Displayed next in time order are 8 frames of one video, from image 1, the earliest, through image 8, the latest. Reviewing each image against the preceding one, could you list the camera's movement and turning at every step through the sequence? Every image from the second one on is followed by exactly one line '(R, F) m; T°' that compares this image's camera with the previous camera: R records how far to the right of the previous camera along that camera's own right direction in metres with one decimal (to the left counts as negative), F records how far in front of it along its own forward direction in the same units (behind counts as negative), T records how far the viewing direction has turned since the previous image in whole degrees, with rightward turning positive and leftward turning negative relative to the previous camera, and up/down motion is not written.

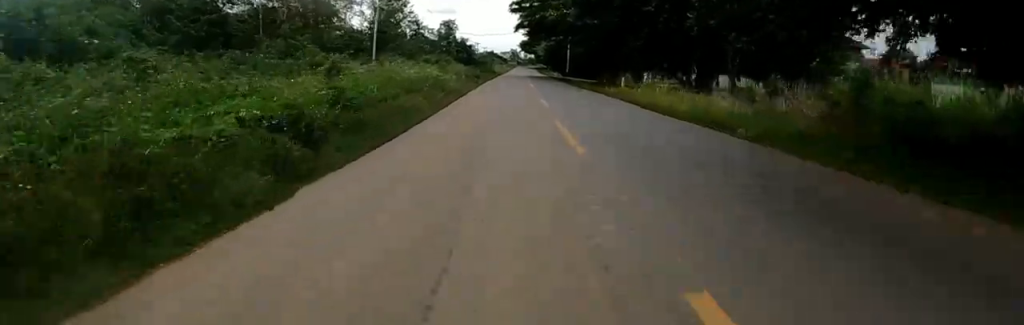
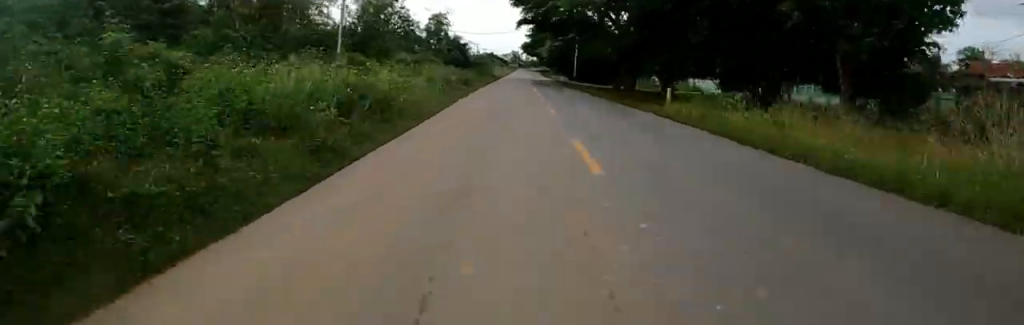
(0.0, +8.1) m; 0°
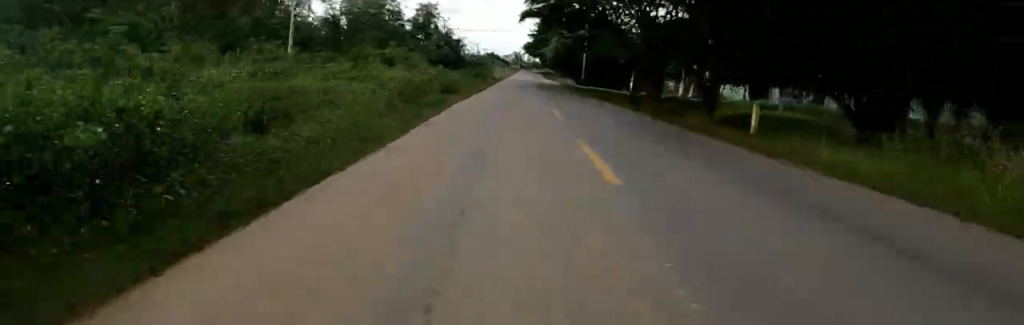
(-0.6, +7.8) m; 0°
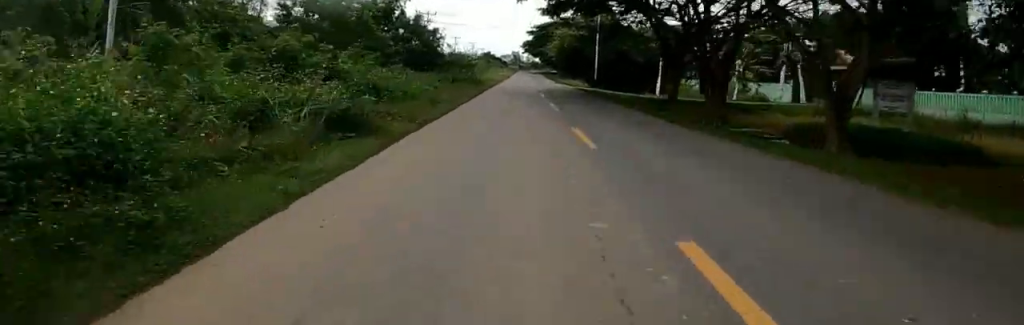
(+0.8, +13.4) m; 0°
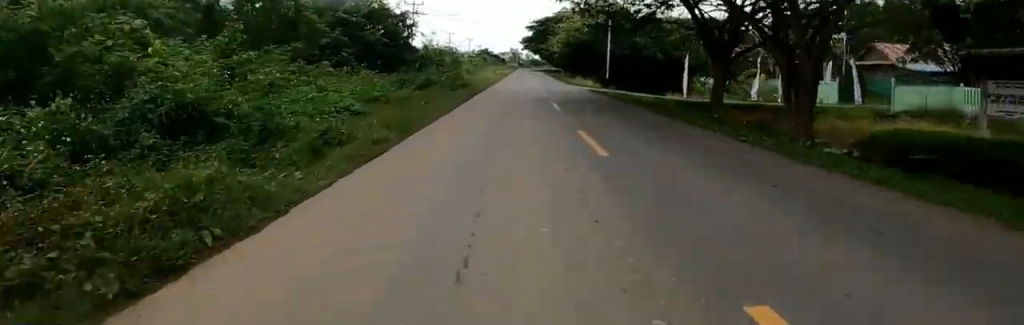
(-0.3, +9.6) m; 0°
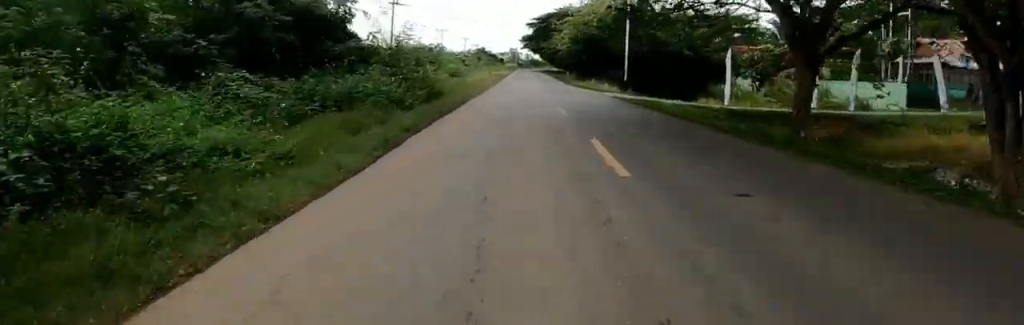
(-0.5, +10.1) m; 0°
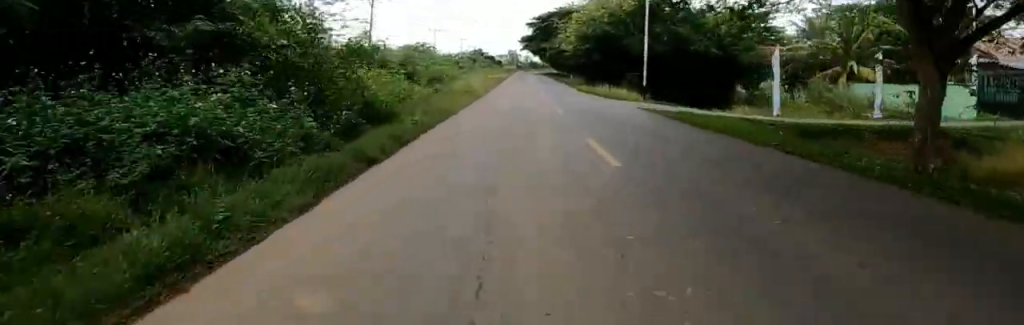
(+0.6, +7.4) m; 0°
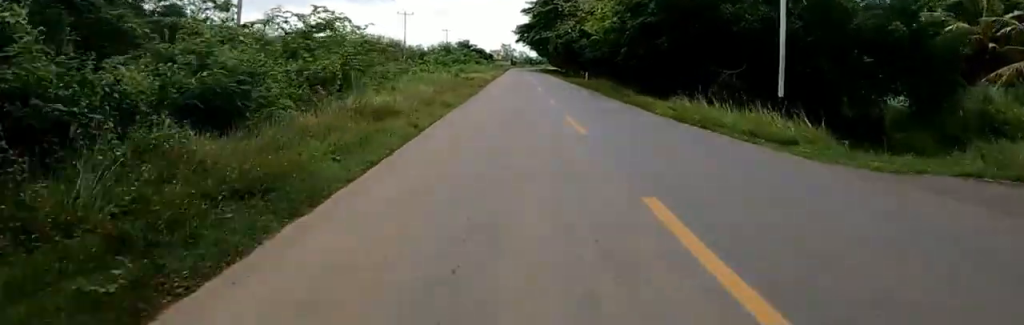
(-0.7, +21.2) m; 0°
